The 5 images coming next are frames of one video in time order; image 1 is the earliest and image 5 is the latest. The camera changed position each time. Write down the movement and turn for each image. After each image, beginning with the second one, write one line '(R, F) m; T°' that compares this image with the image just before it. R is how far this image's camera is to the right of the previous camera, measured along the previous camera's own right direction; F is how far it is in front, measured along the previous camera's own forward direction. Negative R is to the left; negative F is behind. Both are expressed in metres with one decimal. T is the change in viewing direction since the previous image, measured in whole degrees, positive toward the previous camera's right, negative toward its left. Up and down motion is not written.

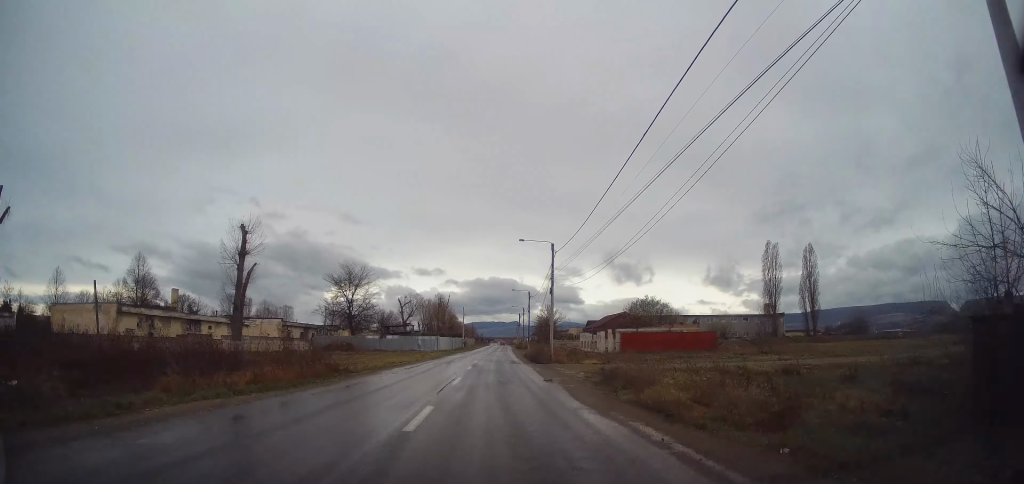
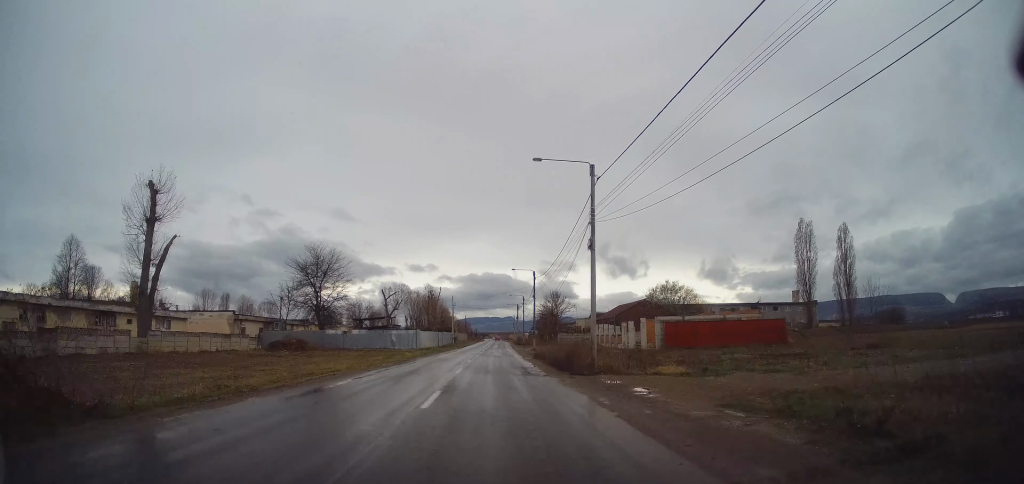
(0.0, +16.4) m; 0°
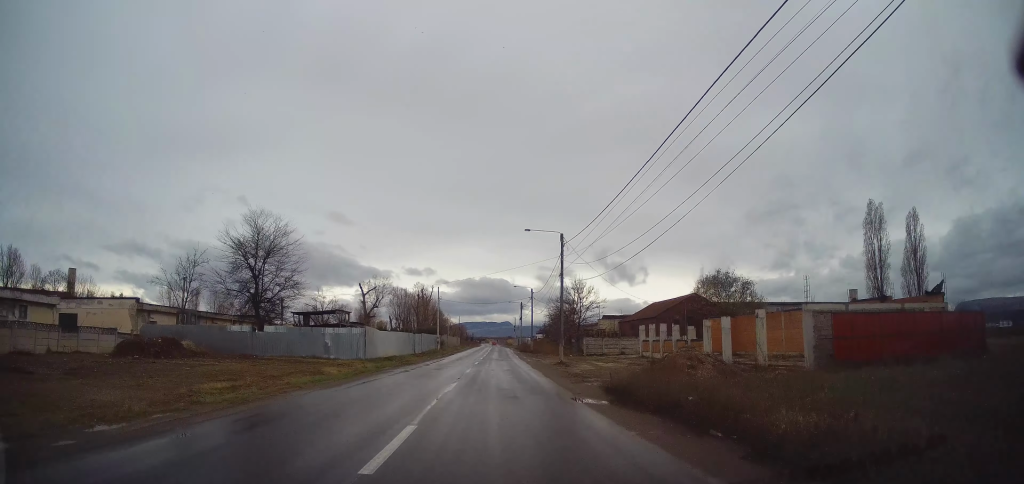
(0.0, +22.5) m; +2°
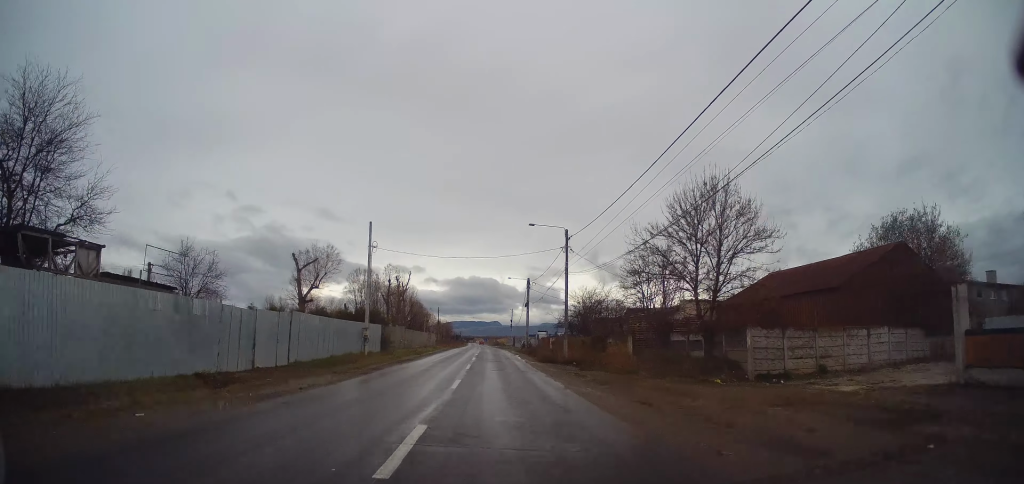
(+0.5, +36.4) m; 0°
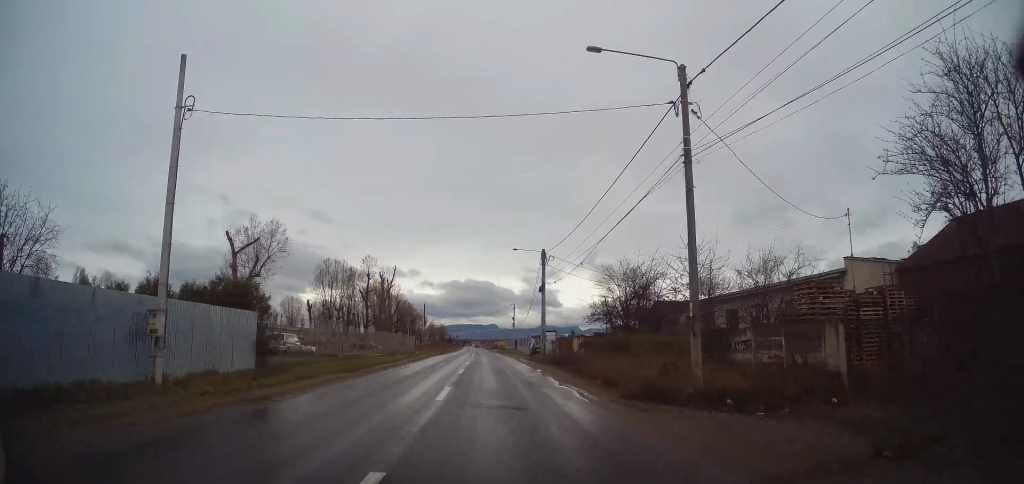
(+0.2, +21.2) m; 0°
